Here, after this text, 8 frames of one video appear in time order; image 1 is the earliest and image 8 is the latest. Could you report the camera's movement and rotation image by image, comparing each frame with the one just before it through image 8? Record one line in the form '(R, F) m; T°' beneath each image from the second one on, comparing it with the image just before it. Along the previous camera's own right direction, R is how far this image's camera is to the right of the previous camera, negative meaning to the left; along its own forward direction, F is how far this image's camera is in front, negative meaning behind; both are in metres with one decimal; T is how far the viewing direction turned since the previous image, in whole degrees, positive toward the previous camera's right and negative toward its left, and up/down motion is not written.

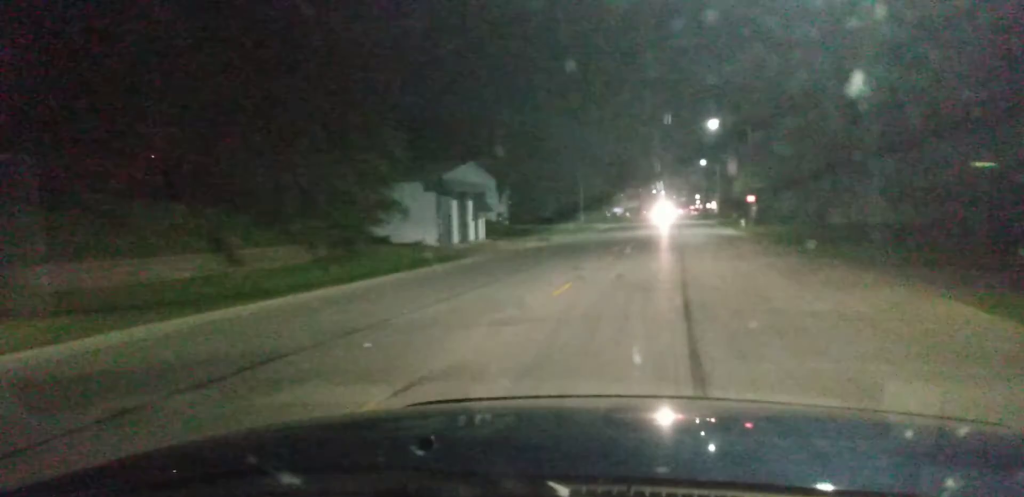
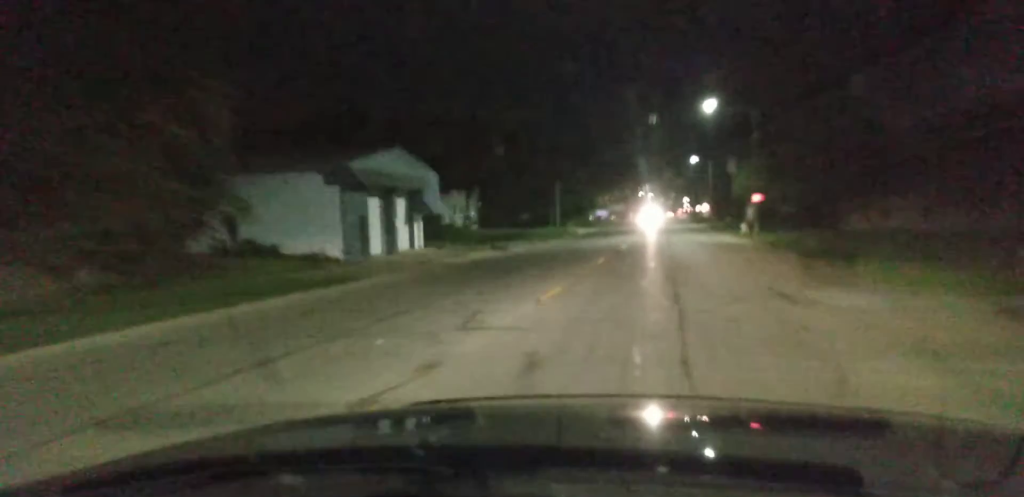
(+0.1, +12.2) m; +1°
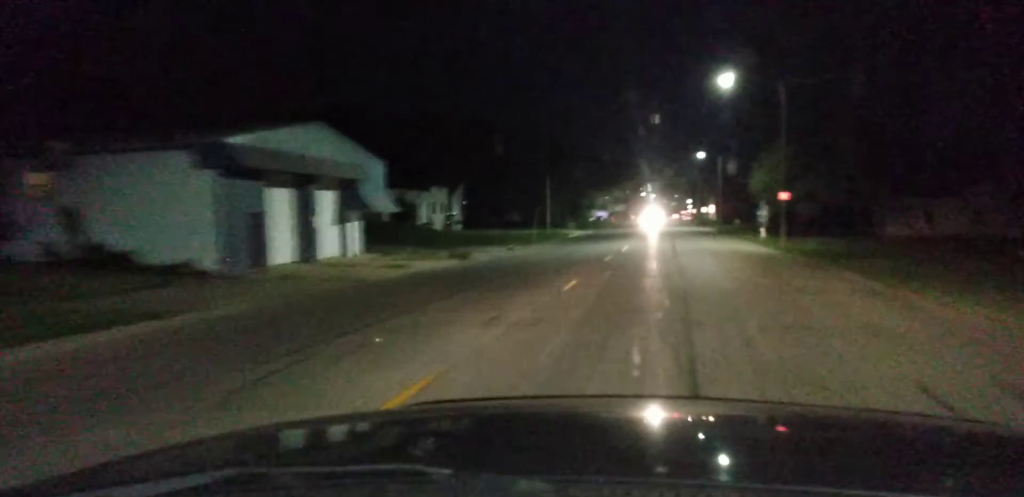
(+0.1, +9.4) m; 0°
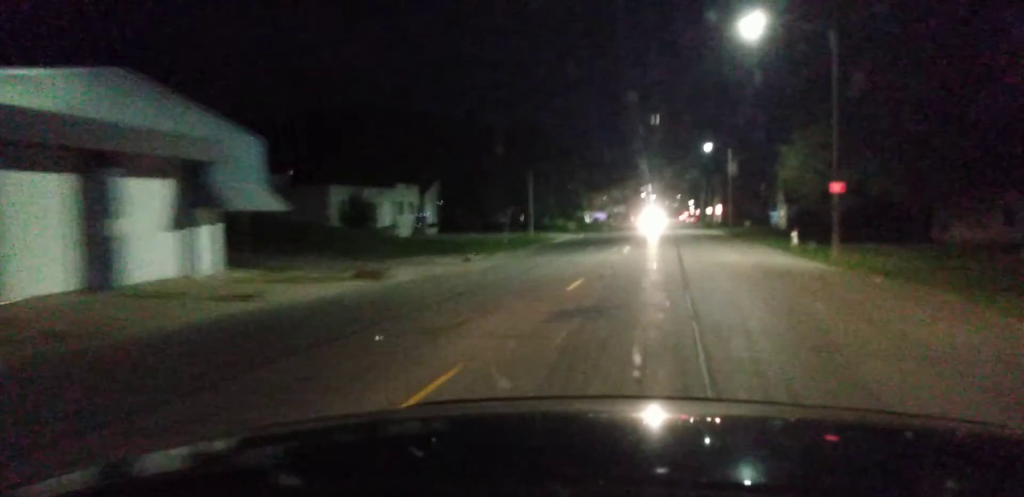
(-0.2, +12.6) m; -1°
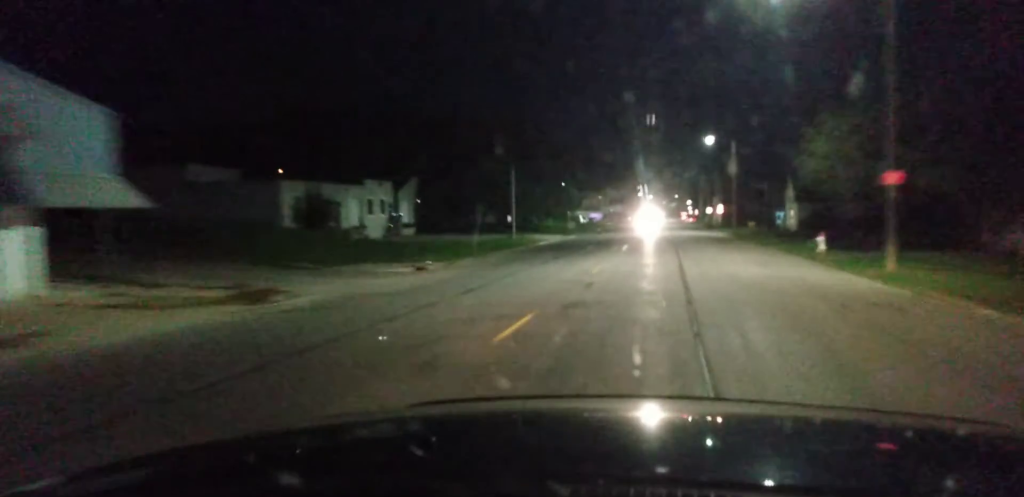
(0.0, +7.5) m; +1°
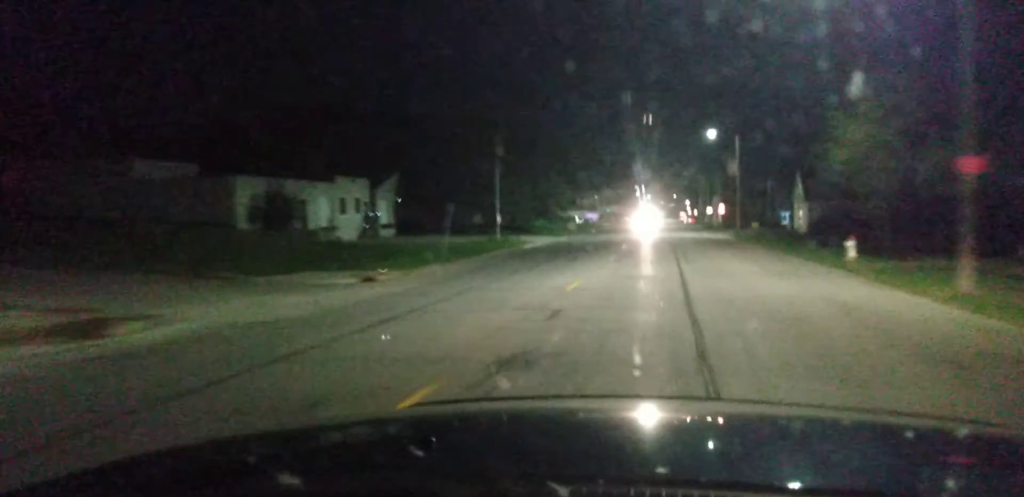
(-0.1, +6.0) m; +1°
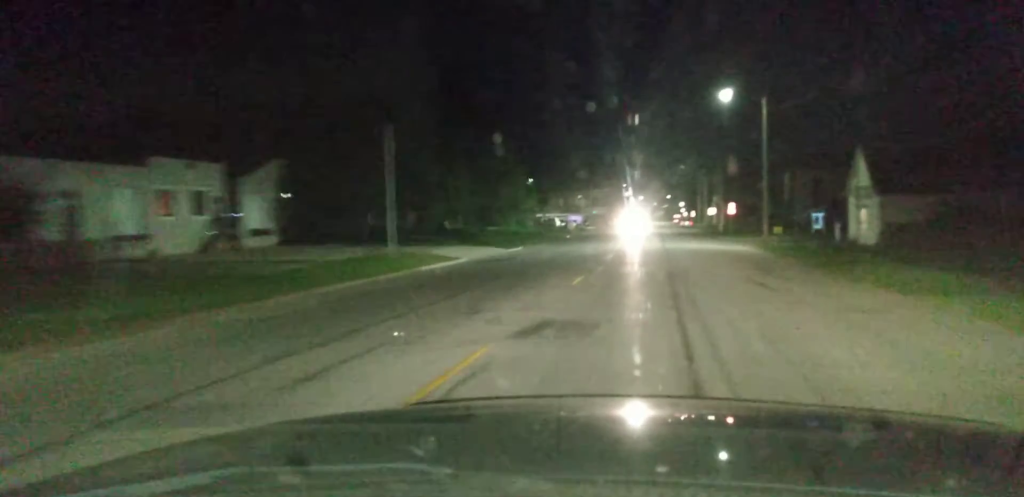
(+0.4, +22.4) m; +1°
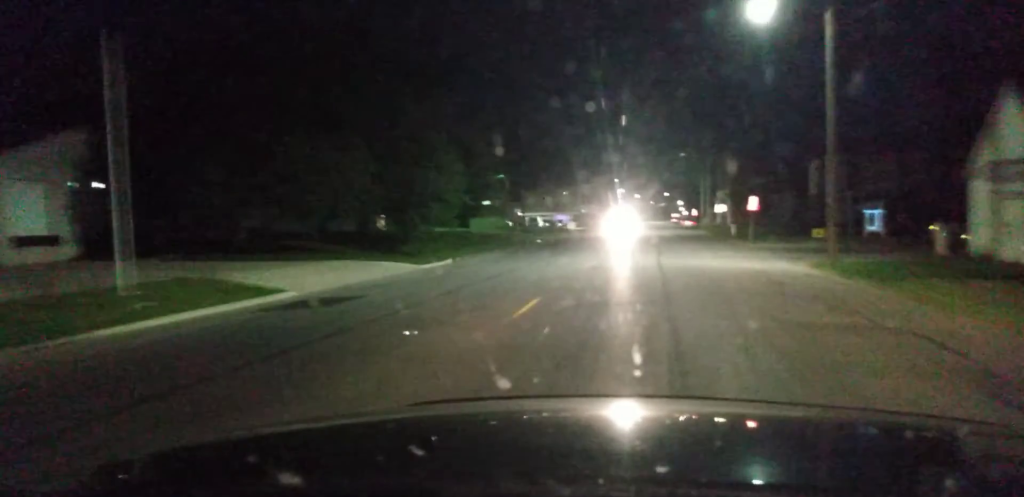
(0.0, +19.4) m; 0°
